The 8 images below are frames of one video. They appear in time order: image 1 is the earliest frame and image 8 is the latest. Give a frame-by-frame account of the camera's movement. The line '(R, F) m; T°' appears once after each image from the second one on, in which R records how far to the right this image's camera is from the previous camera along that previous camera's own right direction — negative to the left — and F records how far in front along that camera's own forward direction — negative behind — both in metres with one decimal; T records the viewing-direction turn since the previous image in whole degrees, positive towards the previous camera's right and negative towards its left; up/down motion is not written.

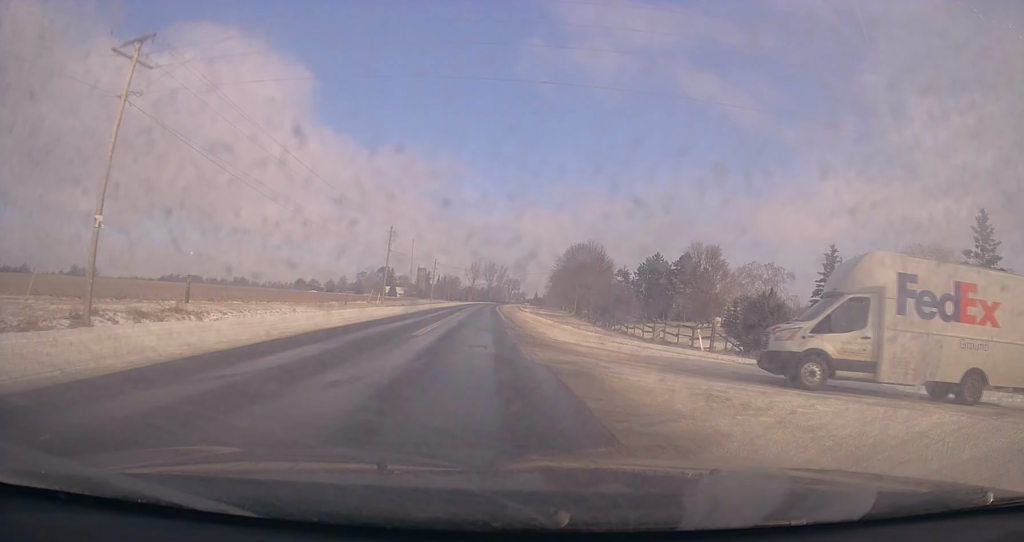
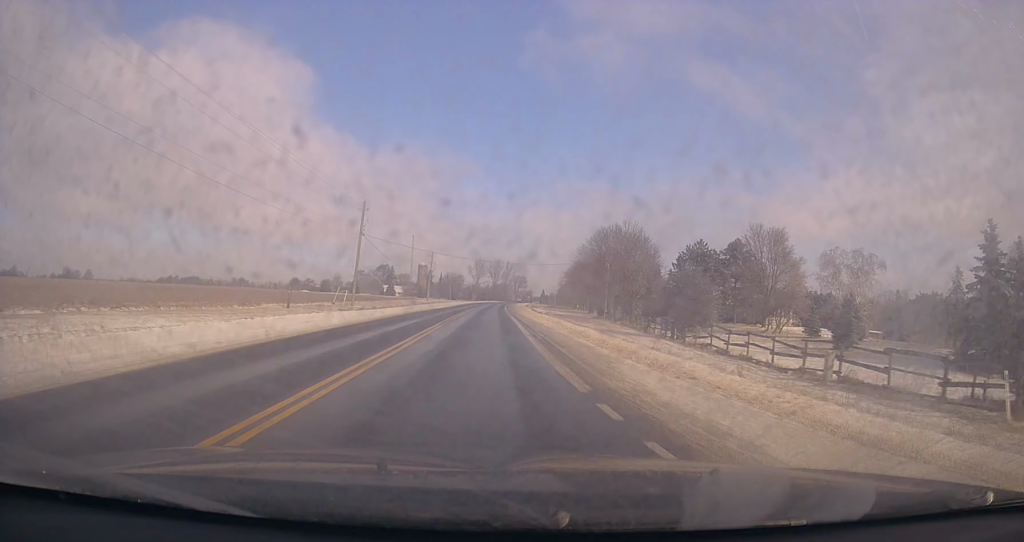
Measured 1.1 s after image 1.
(-0.4, +22.9) m; -1°
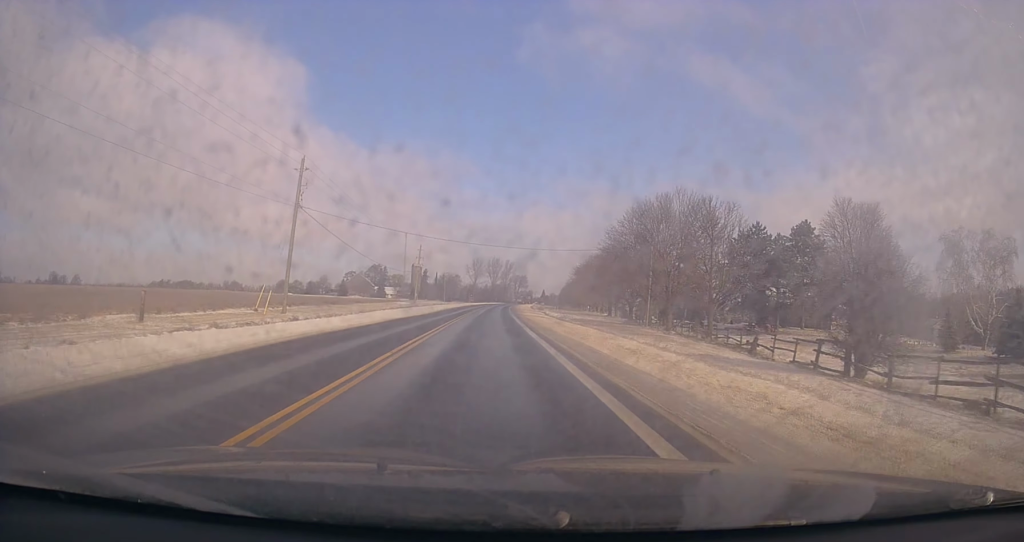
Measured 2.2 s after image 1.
(0.0, +23.1) m; 0°
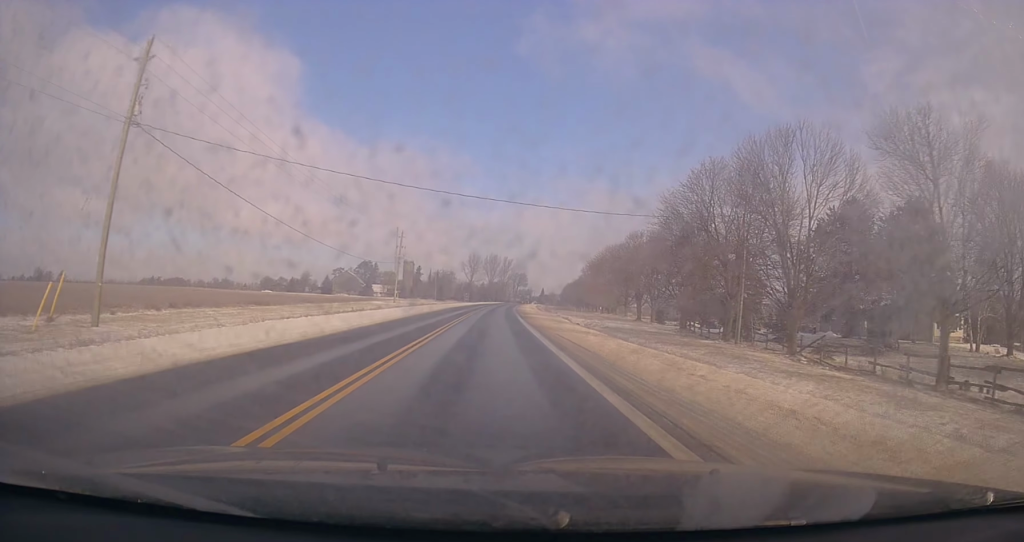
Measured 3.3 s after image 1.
(0.0, +23.6) m; +1°
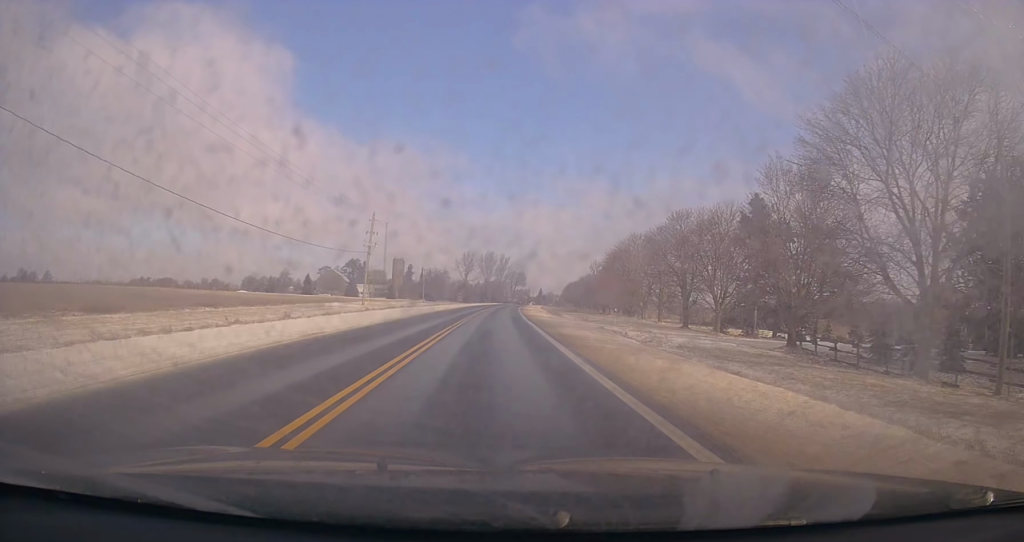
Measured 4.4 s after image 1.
(+0.3, +23.1) m; +1°
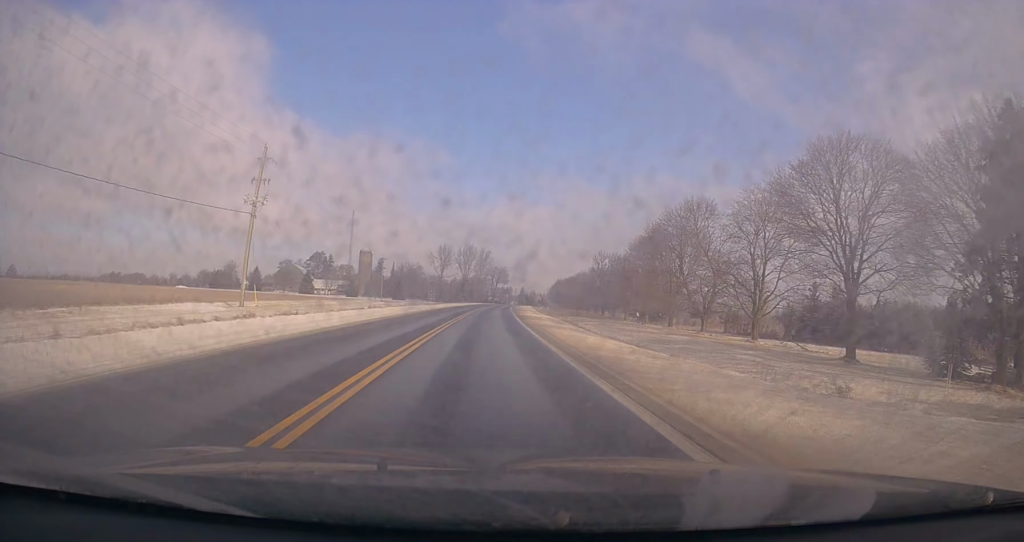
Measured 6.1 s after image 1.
(-0.1, +34.8) m; +1°
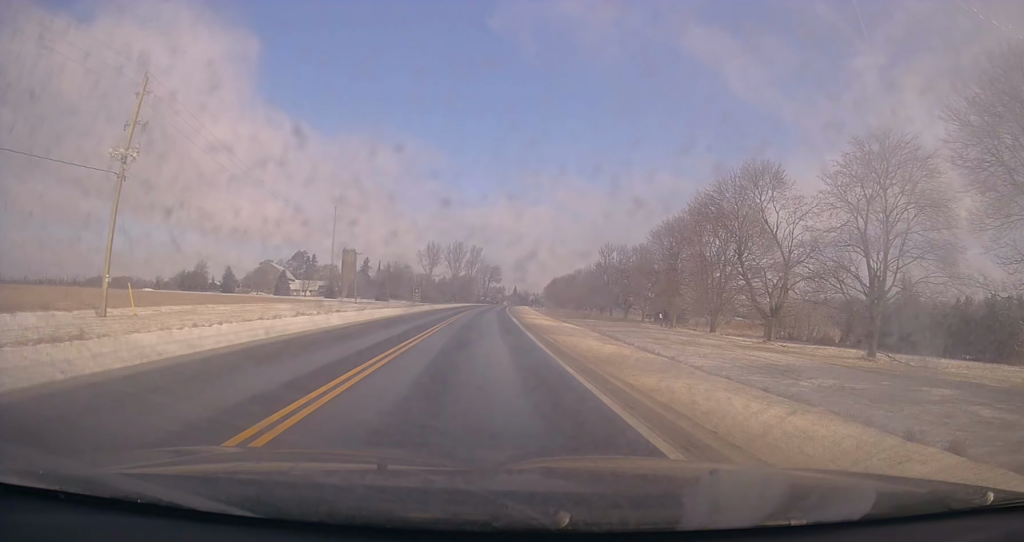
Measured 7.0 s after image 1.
(+0.3, +17.6) m; +2°
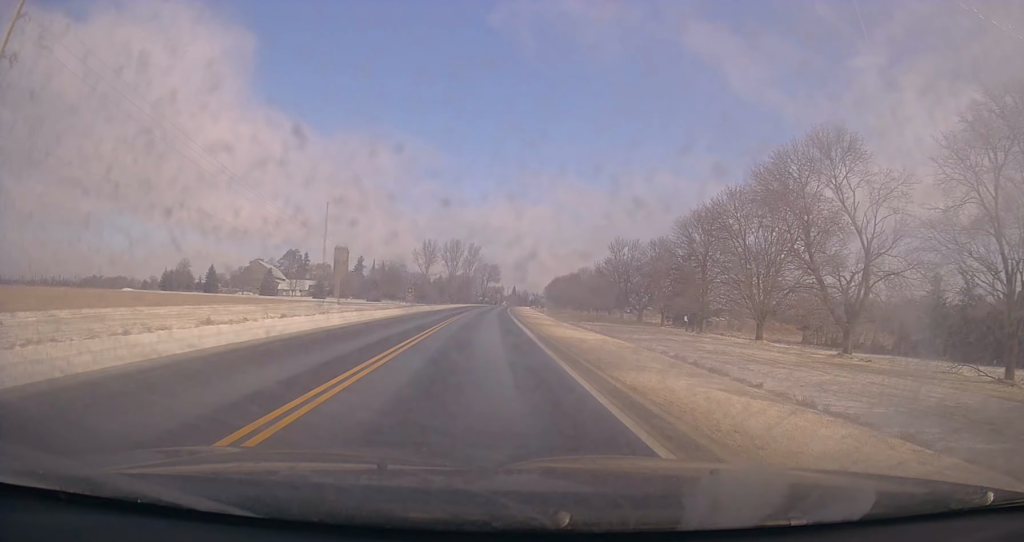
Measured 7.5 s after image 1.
(+0.2, +11.1) m; +1°
